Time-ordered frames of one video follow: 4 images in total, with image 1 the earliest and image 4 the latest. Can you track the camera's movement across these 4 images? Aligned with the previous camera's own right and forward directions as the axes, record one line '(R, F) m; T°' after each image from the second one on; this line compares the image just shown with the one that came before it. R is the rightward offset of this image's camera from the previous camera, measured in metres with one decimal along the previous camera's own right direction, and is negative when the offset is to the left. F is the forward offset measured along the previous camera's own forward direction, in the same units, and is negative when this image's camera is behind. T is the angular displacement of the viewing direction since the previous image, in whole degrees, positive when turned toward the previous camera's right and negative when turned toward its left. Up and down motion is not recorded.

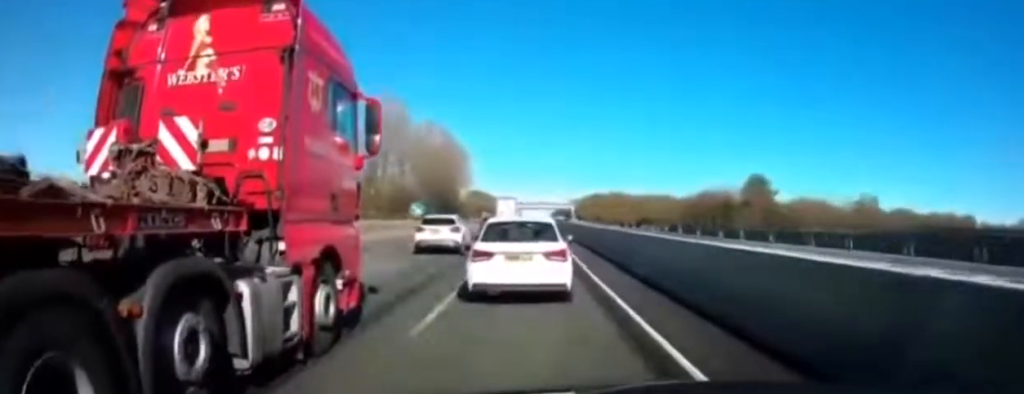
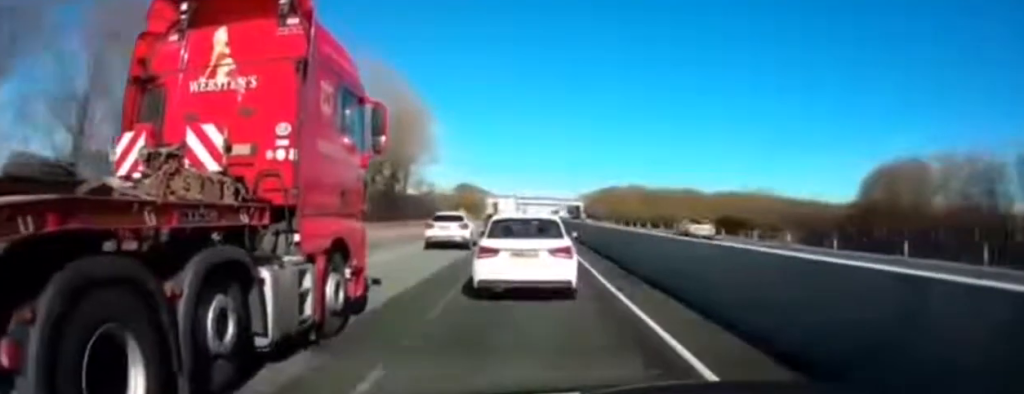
(-0.2, +51.1) m; 0°
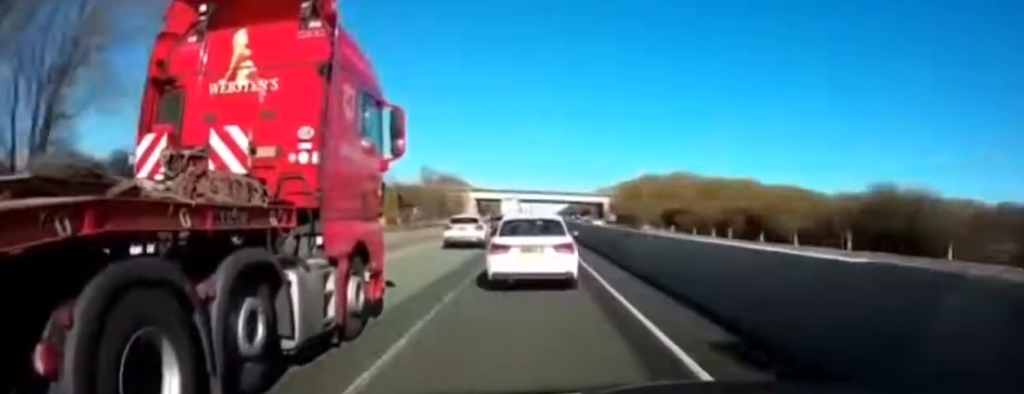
(-0.1, +66.5) m; 0°
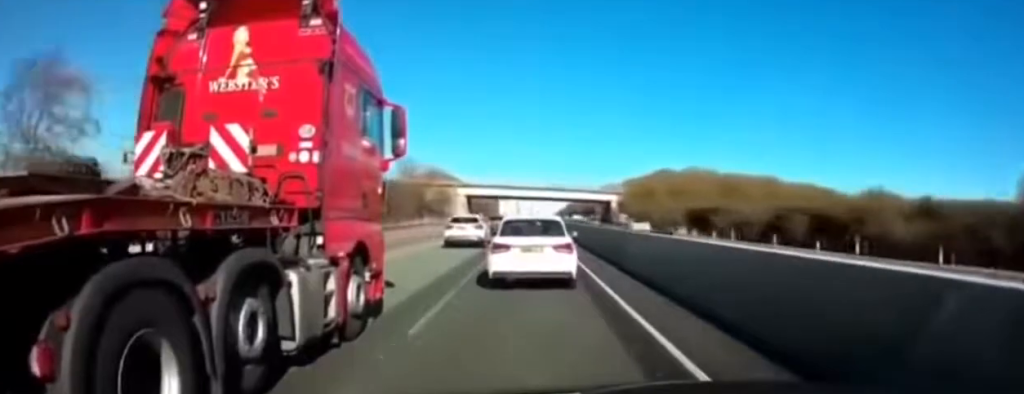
(0.0, +17.6) m; 0°
